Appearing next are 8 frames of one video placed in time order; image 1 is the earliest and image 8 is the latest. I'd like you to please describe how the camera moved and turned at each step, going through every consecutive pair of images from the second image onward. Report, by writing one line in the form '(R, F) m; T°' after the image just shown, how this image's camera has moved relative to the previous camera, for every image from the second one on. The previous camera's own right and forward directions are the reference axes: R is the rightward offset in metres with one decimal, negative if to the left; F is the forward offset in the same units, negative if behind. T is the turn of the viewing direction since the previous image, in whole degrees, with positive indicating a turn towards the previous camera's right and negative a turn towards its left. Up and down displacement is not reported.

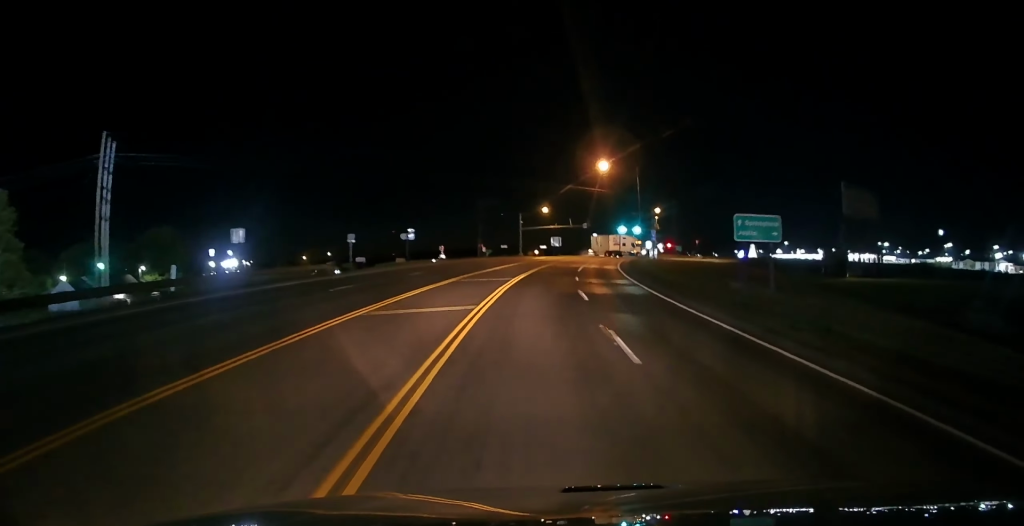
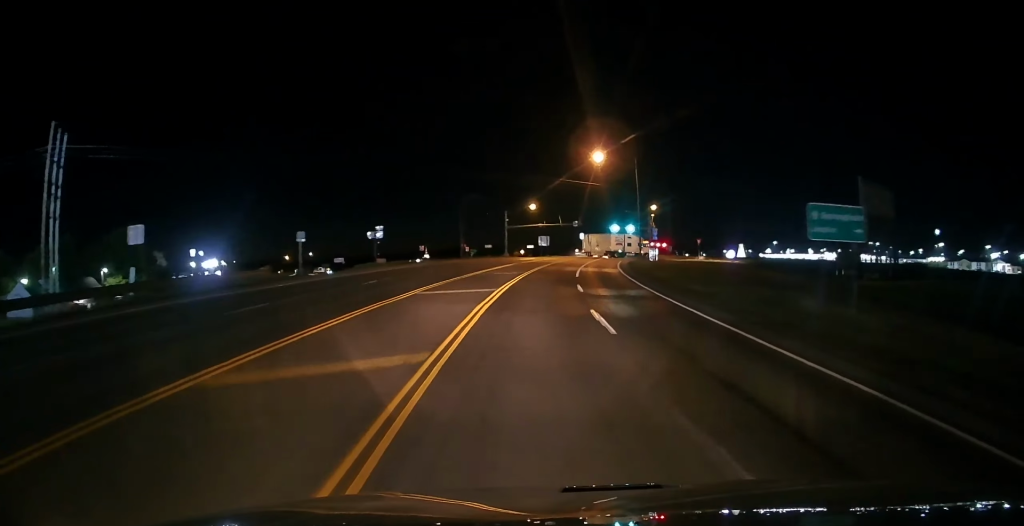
(+0.4, +8.8) m; +2°
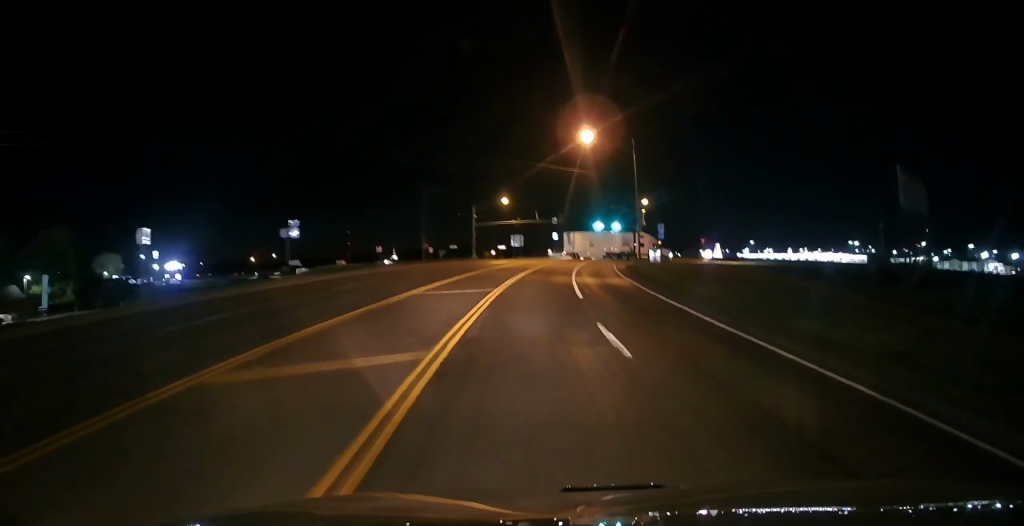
(+0.2, +15.8) m; +2°
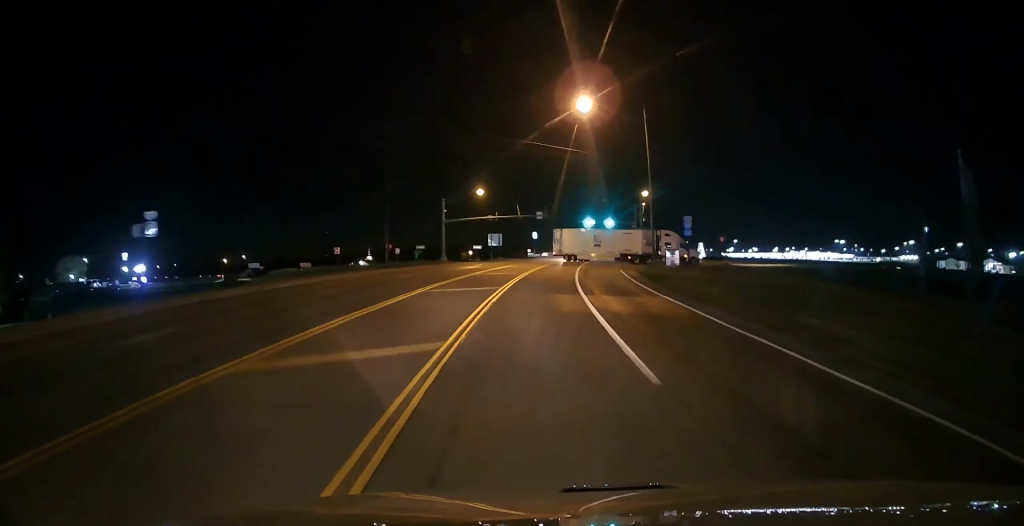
(+0.3, +15.1) m; +3°
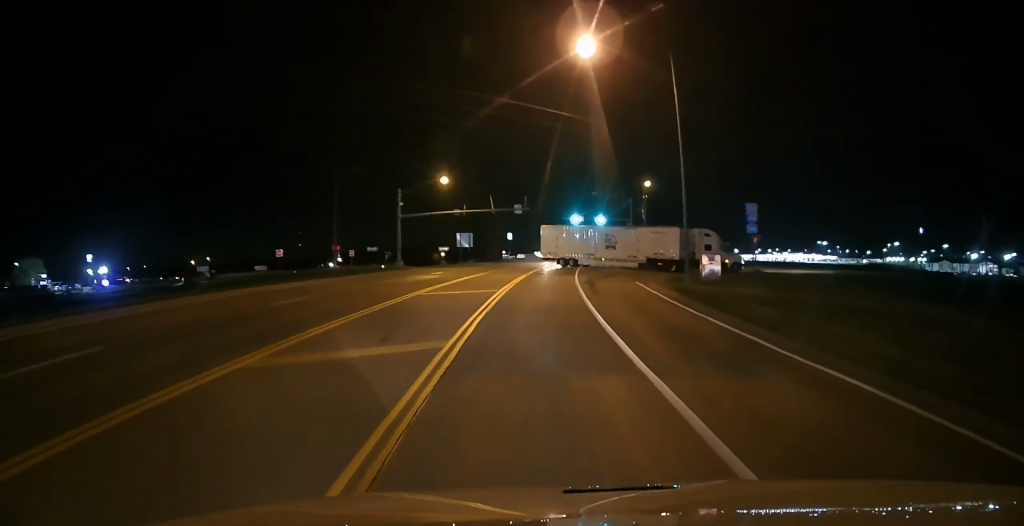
(+0.7, +15.9) m; +4°
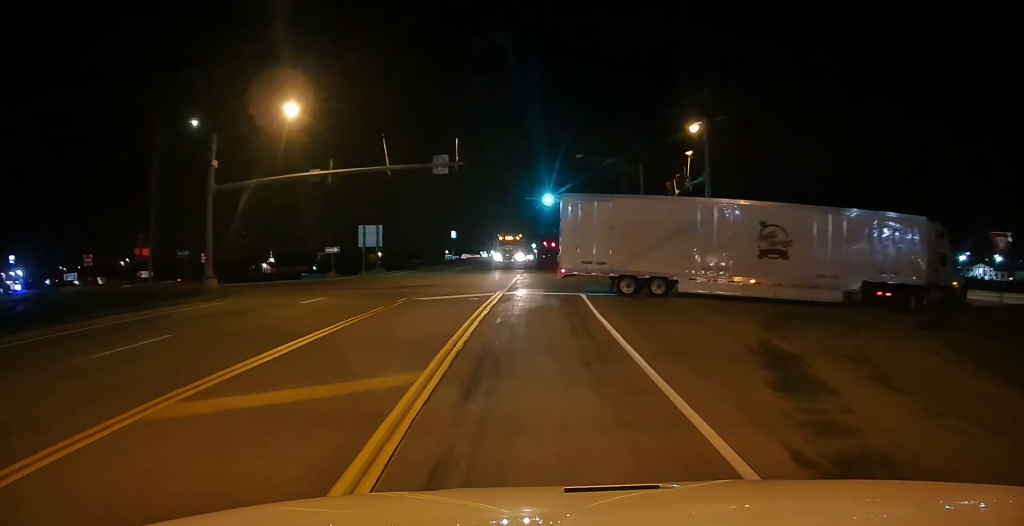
(+2.9, +39.5) m; +9°
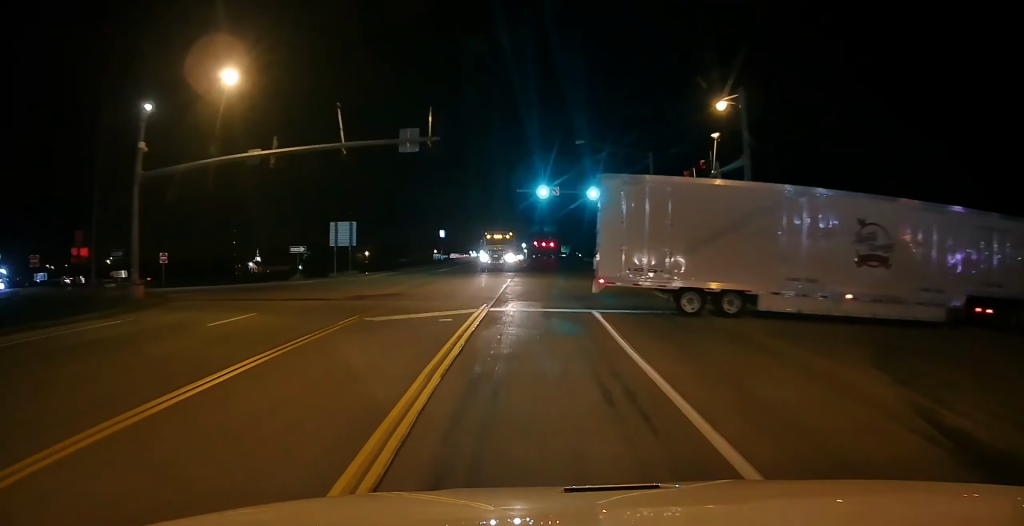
(0.0, +8.2) m; 0°
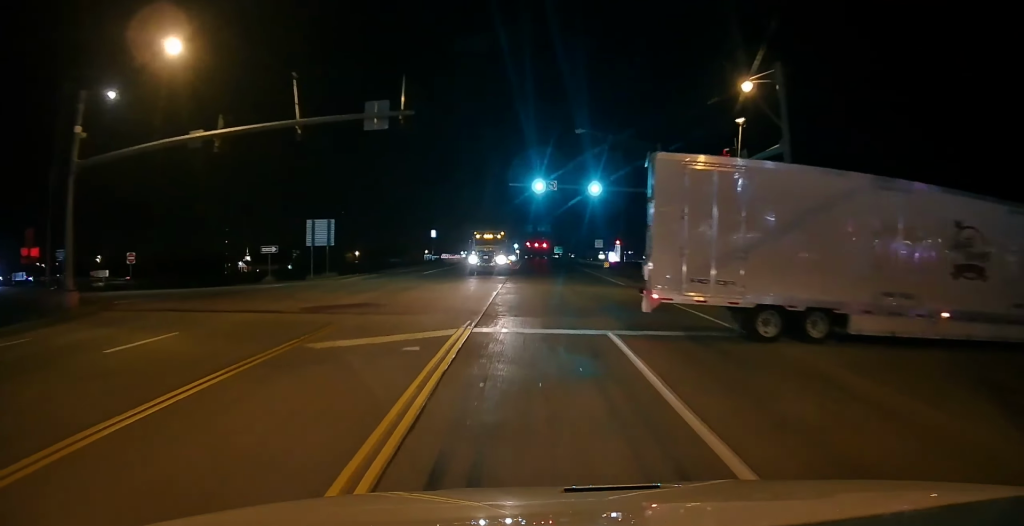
(0.0, +5.8) m; 0°
